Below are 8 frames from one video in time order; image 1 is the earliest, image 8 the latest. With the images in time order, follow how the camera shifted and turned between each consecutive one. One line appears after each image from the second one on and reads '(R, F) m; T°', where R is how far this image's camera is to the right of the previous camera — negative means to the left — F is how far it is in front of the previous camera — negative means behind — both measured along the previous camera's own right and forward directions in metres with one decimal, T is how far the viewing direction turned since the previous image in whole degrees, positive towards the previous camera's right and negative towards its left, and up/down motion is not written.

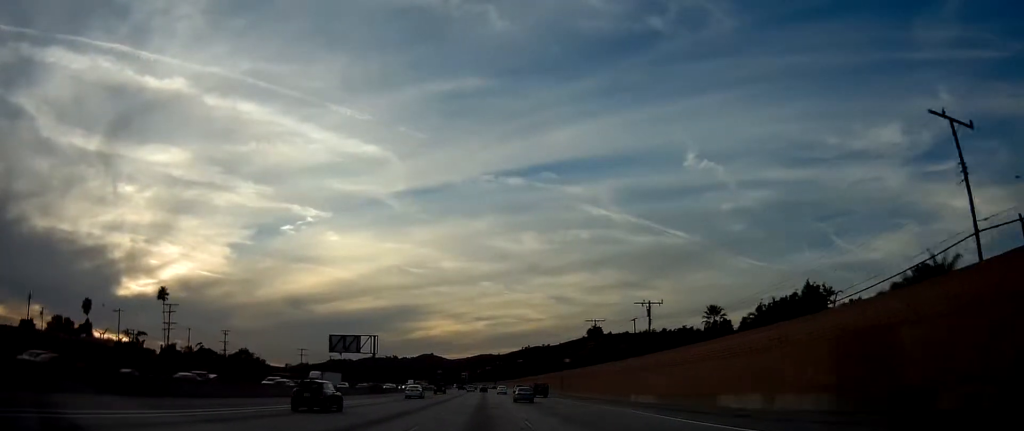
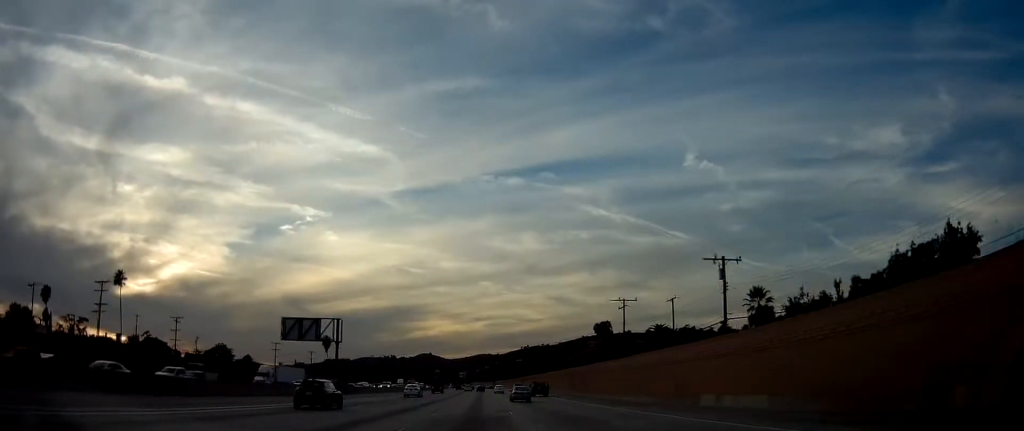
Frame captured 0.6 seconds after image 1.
(0.0, +20.1) m; 0°
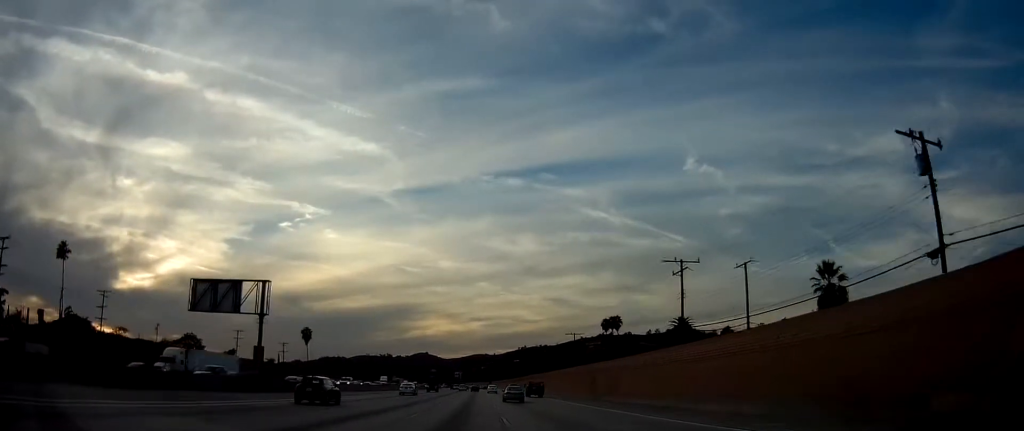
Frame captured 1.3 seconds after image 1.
(0.0, +22.4) m; 0°
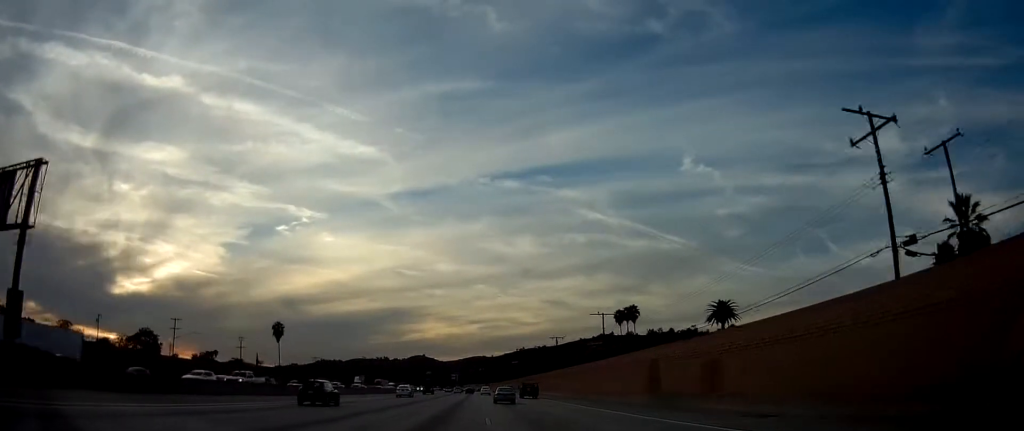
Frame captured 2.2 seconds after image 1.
(0.0, +27.6) m; +1°
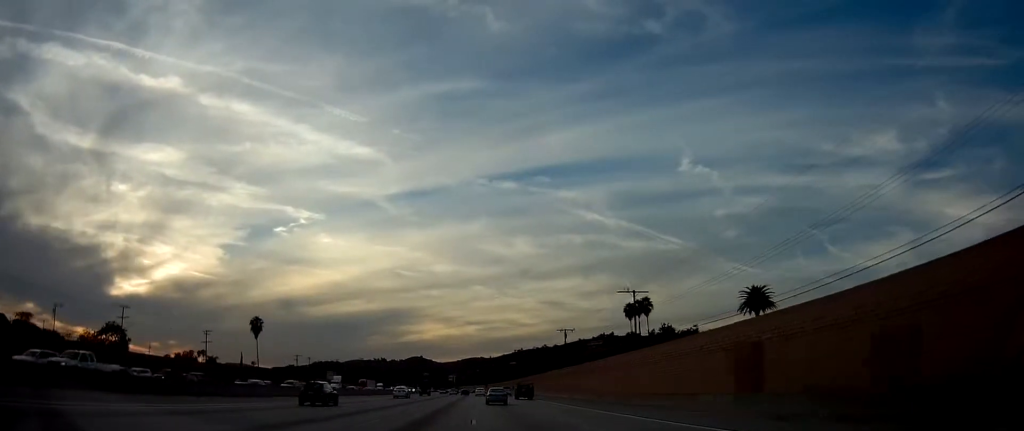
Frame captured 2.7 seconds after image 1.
(+0.2, +16.7) m; 0°
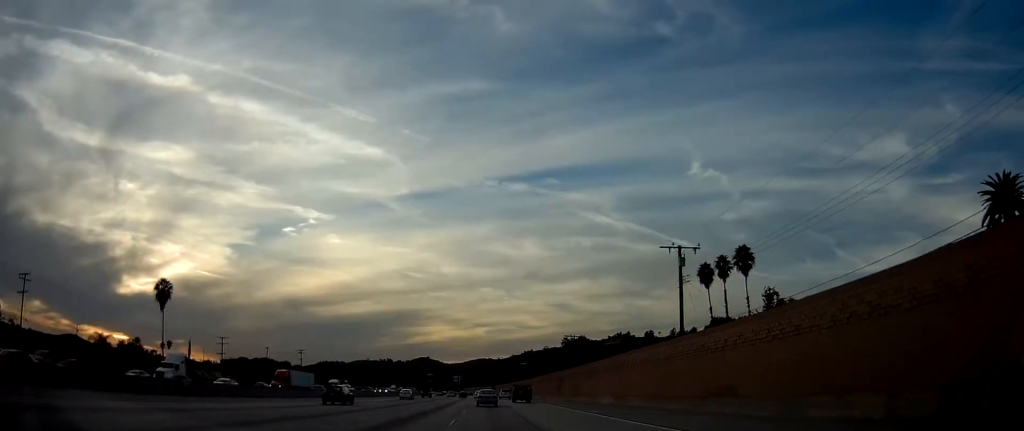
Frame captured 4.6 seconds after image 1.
(0.0, +57.7) m; 0°
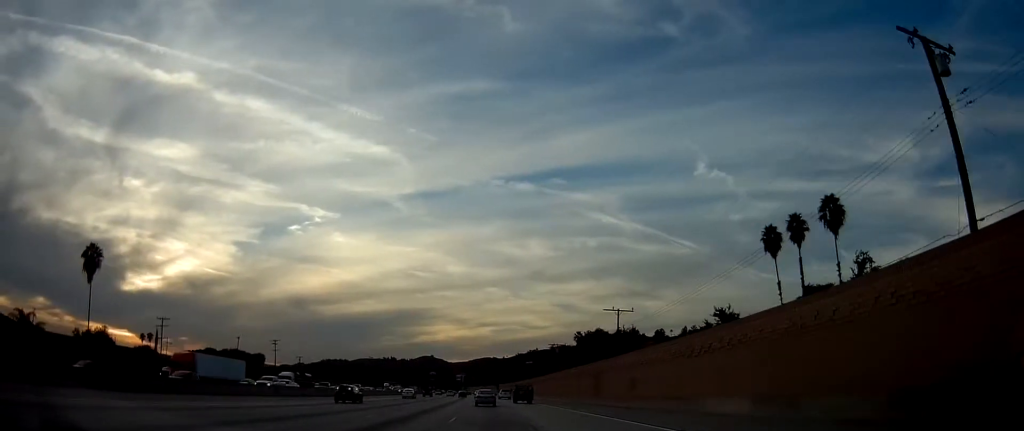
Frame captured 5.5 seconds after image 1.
(-0.1, +27.4) m; 0°
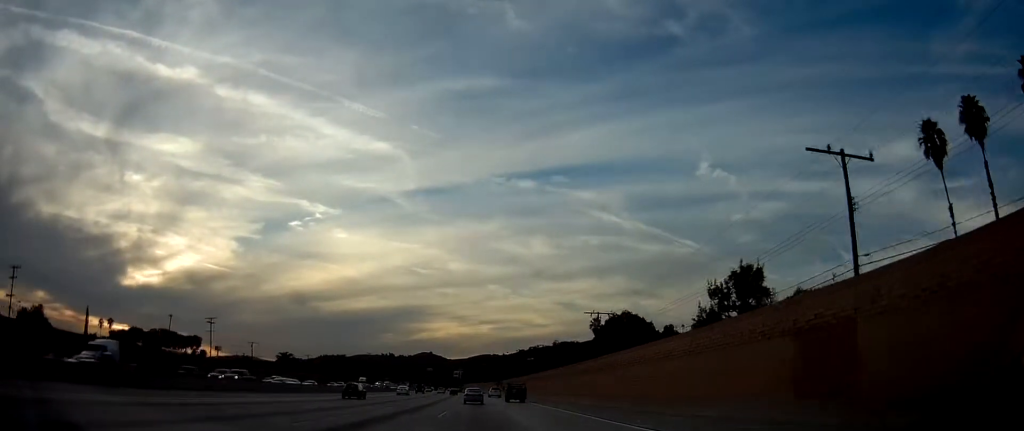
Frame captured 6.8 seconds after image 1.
(-0.2, +40.2) m; -1°
